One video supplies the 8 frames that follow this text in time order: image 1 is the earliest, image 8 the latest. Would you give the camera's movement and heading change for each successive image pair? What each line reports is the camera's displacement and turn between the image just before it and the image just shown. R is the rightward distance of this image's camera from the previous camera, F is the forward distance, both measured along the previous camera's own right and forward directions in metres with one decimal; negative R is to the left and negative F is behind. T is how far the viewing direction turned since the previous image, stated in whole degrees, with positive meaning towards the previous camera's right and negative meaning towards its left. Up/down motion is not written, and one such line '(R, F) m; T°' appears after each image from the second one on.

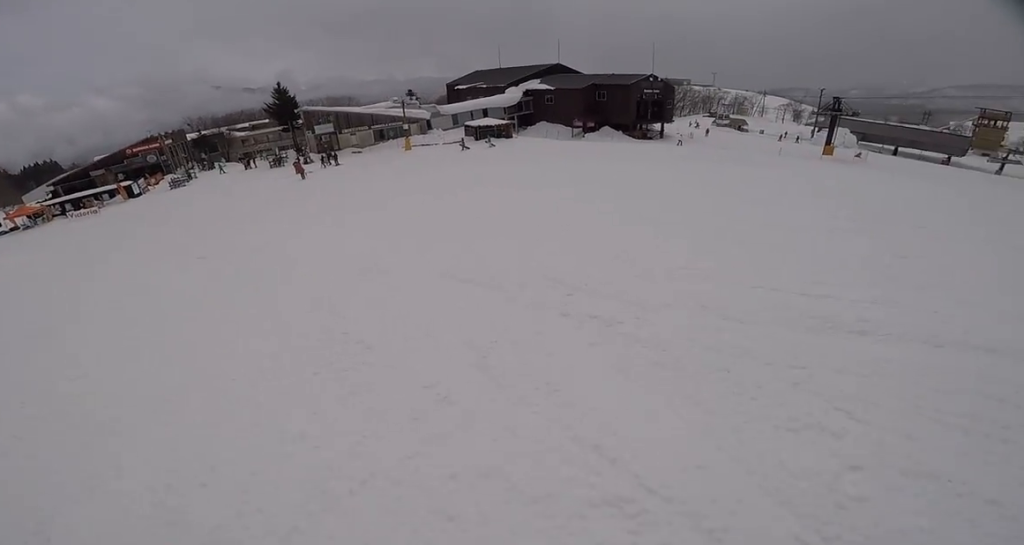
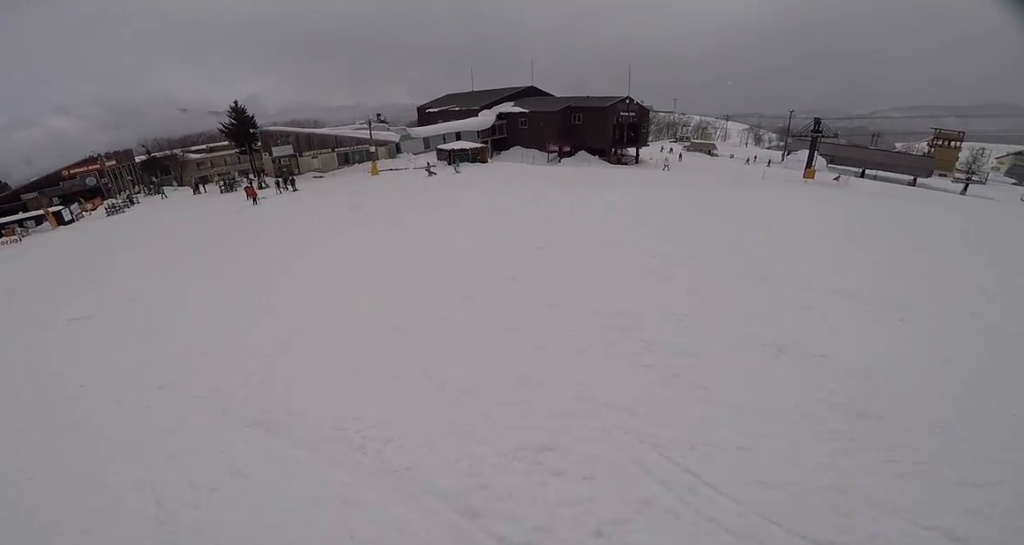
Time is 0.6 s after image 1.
(+0.4, +4.8) m; -4°
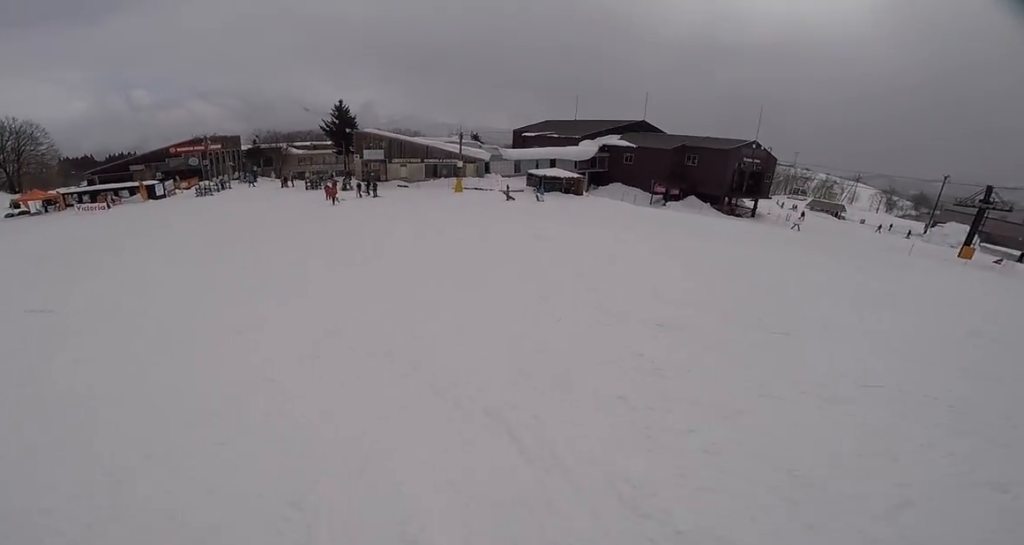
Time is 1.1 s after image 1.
(+0.6, +4.1) m; -5°
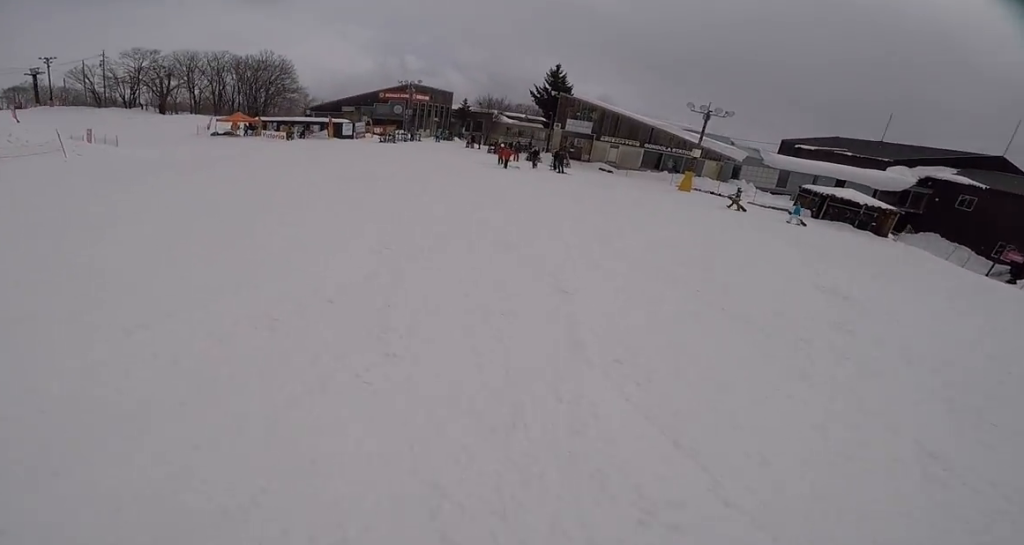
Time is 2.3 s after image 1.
(-3.2, +8.3) m; -32°
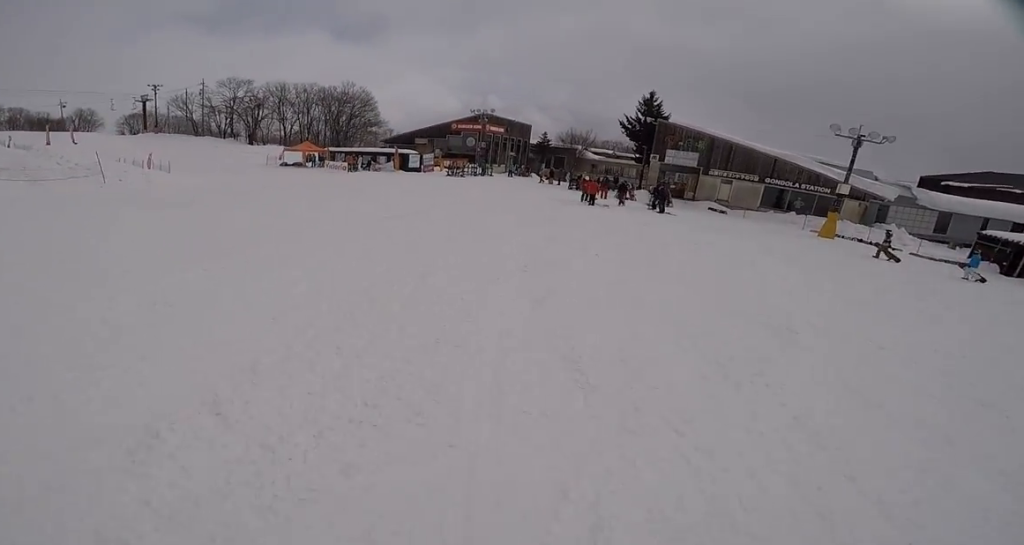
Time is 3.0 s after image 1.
(-1.1, +4.5) m; -4°
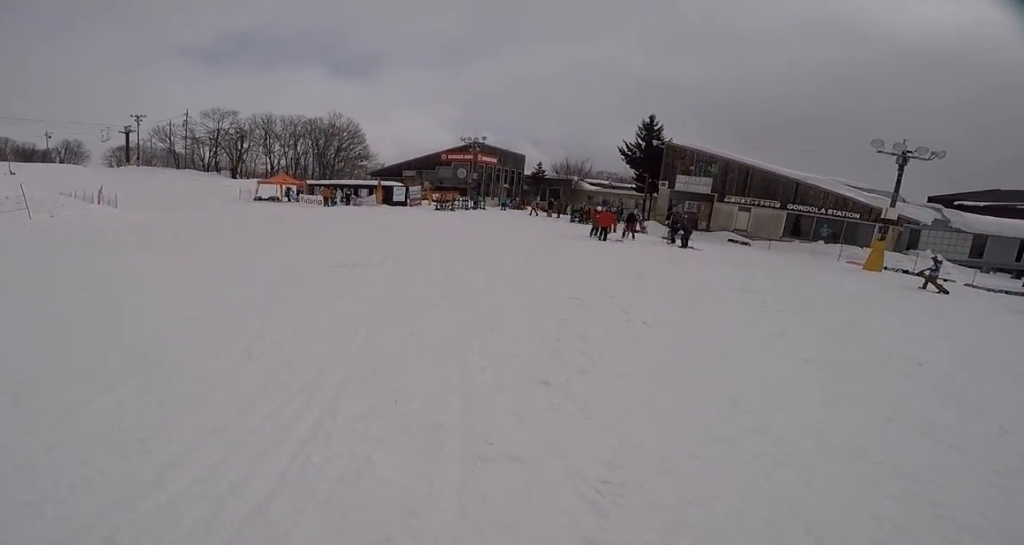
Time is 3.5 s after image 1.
(+0.3, +3.3) m; +5°
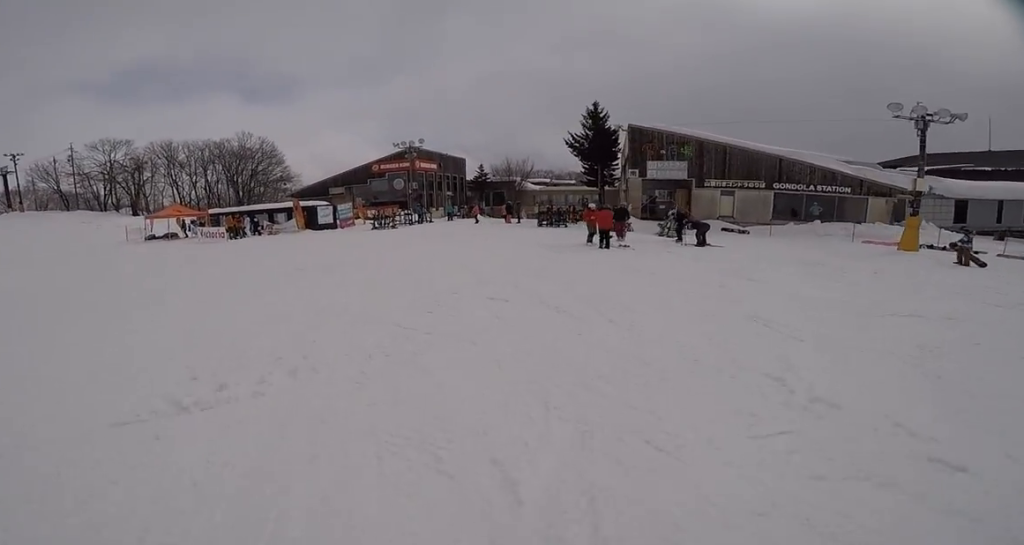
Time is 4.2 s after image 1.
(+0.5, +4.8) m; +8°
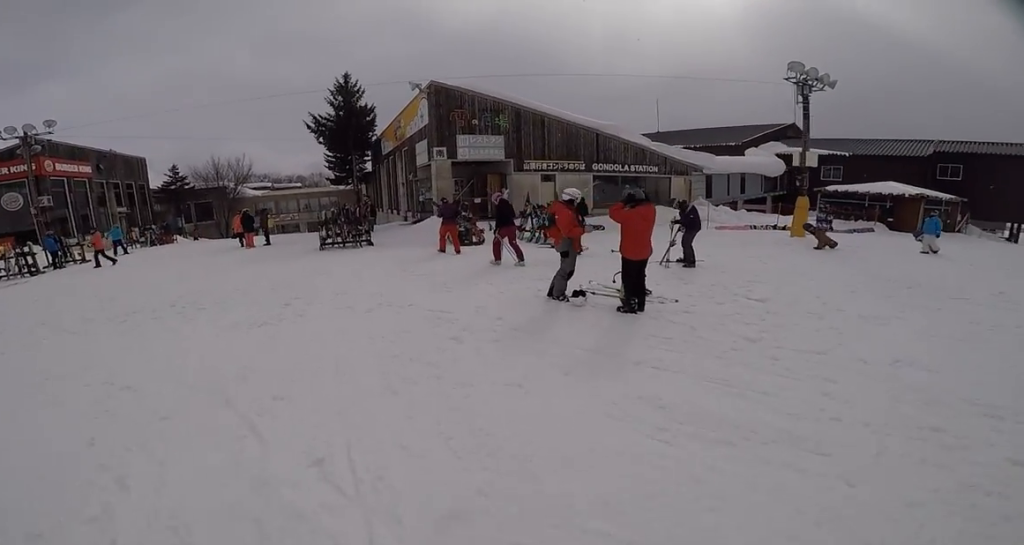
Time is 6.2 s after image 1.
(-0.2, +8.7) m; +9°
